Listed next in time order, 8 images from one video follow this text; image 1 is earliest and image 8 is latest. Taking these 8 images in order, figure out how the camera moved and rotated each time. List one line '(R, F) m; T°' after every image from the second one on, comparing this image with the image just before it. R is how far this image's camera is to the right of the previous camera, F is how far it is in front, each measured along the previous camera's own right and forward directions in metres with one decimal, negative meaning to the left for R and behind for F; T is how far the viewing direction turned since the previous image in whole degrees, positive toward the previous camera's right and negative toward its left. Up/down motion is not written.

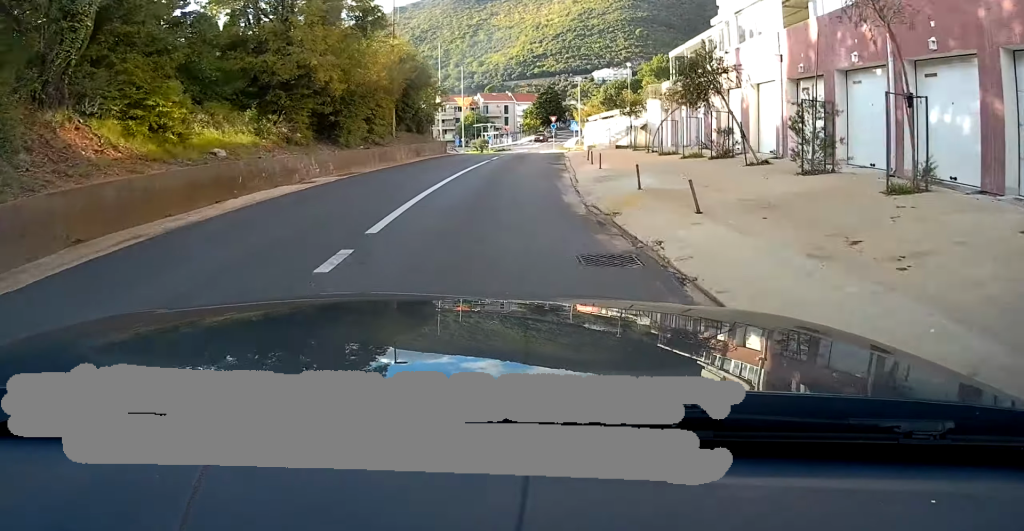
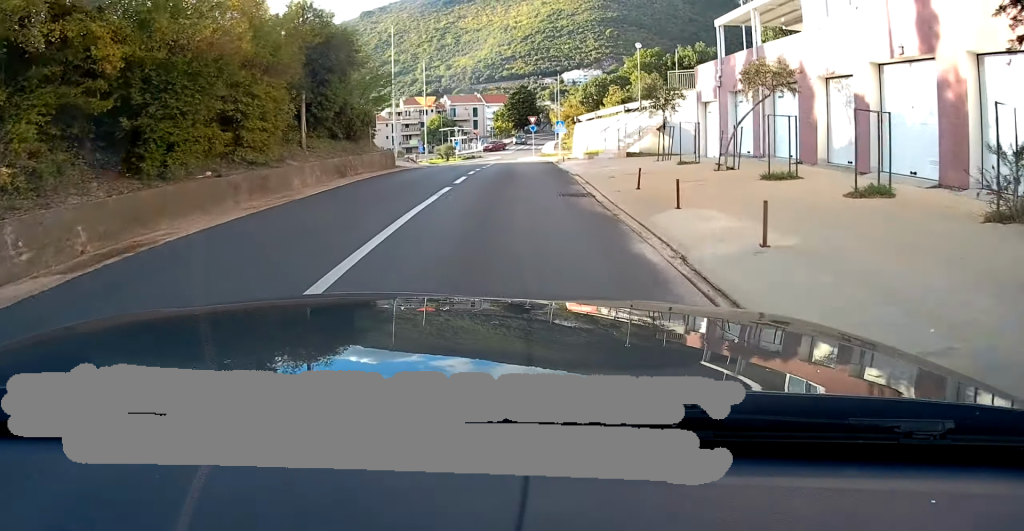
(+0.4, +10.7) m; +2°
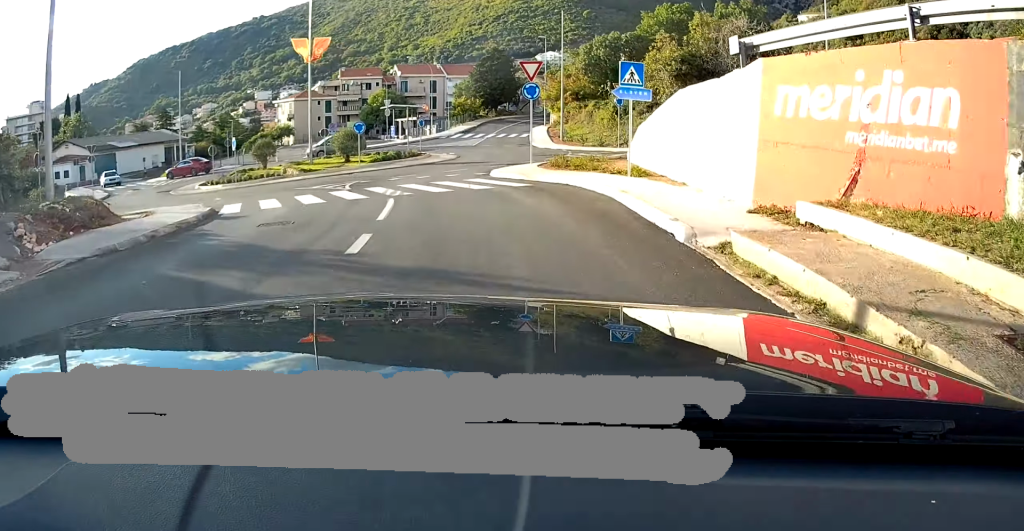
(+1.4, +34.0) m; +3°
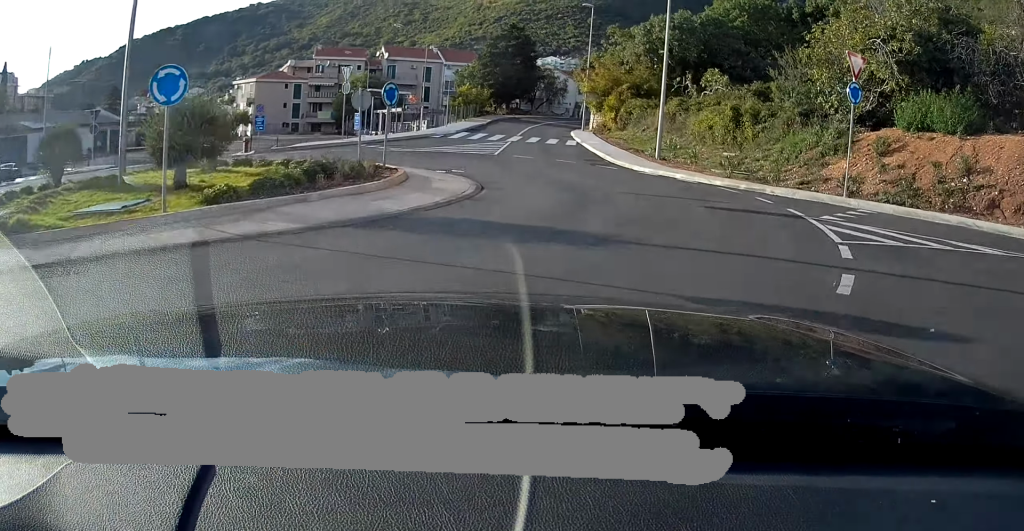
(0.0, +26.5) m; 0°
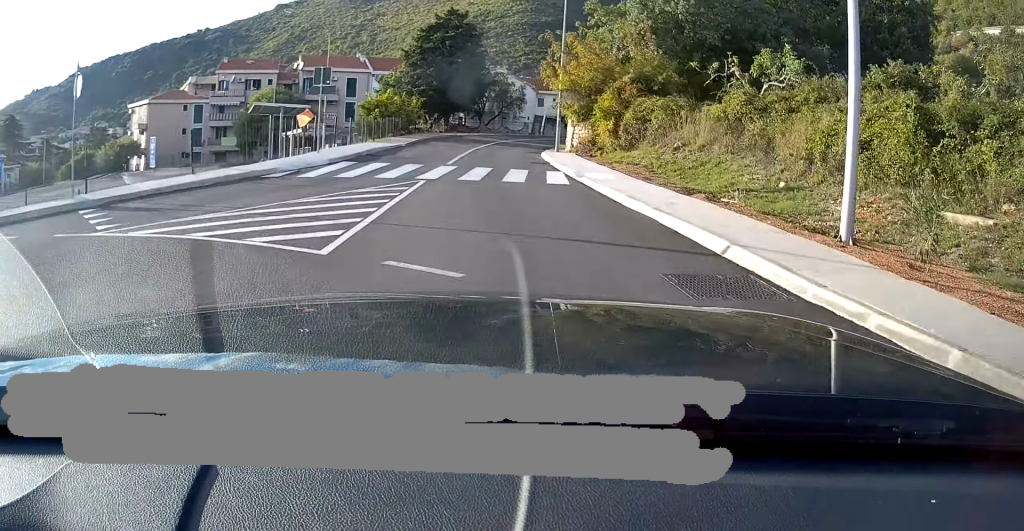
(0.0, +18.9) m; +1°
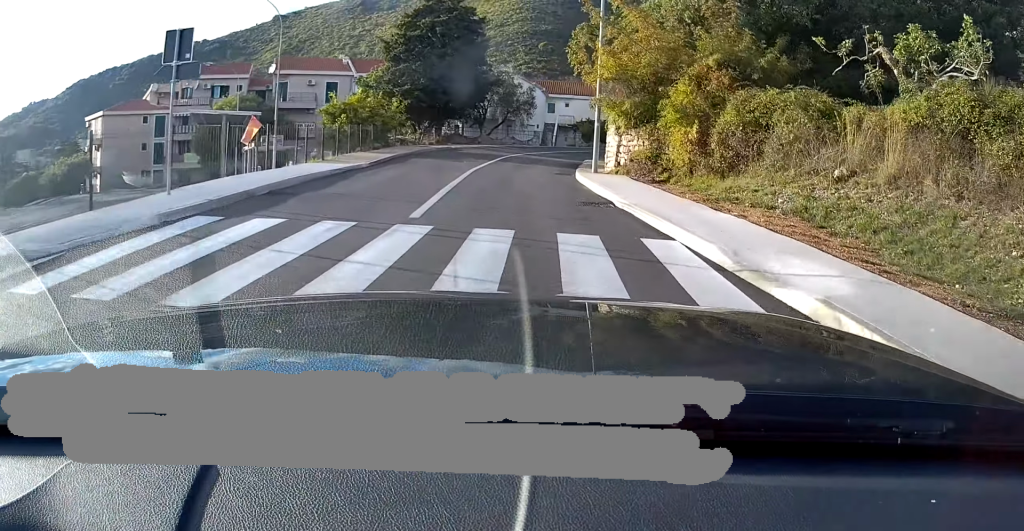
(+0.1, +9.9) m; +4°
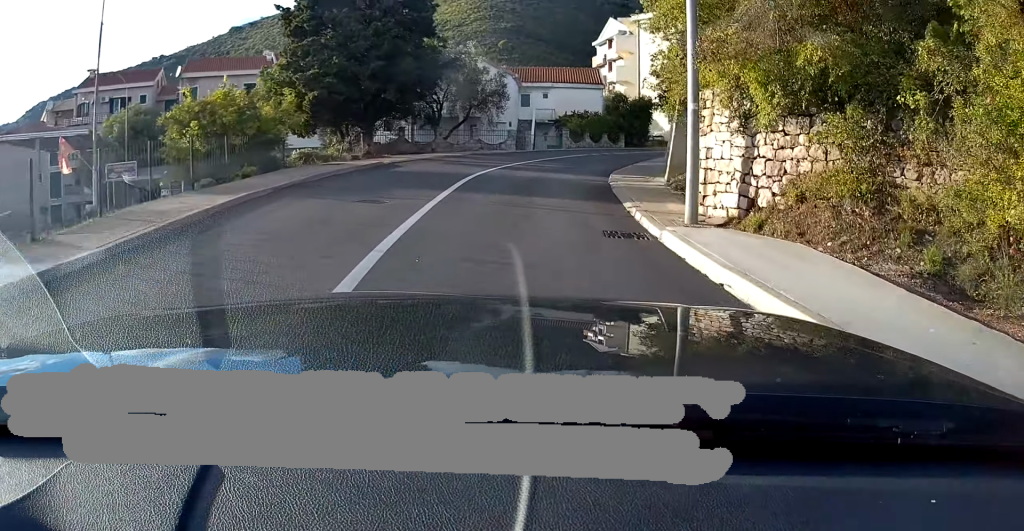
(-0.5, +12.1) m; +8°
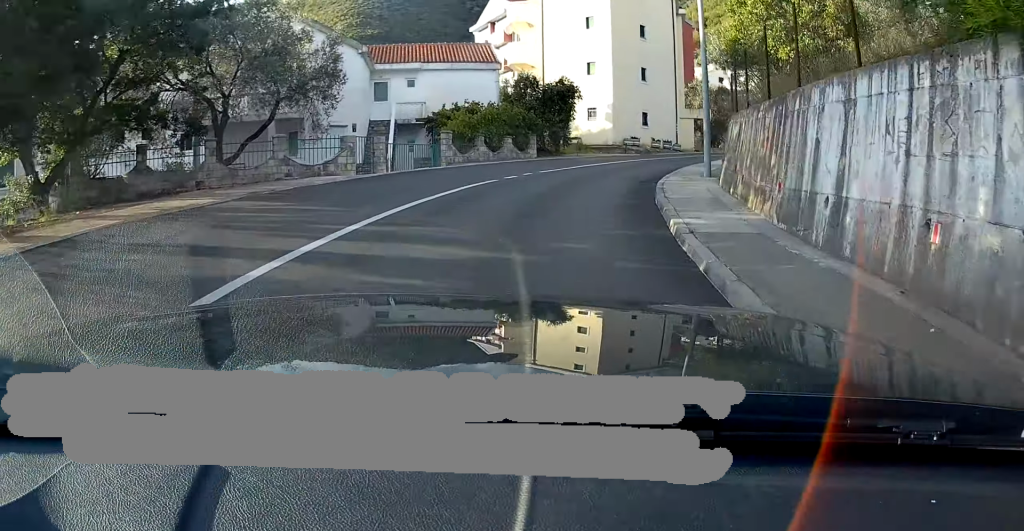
(+2.5, +15.4) m; +17°
